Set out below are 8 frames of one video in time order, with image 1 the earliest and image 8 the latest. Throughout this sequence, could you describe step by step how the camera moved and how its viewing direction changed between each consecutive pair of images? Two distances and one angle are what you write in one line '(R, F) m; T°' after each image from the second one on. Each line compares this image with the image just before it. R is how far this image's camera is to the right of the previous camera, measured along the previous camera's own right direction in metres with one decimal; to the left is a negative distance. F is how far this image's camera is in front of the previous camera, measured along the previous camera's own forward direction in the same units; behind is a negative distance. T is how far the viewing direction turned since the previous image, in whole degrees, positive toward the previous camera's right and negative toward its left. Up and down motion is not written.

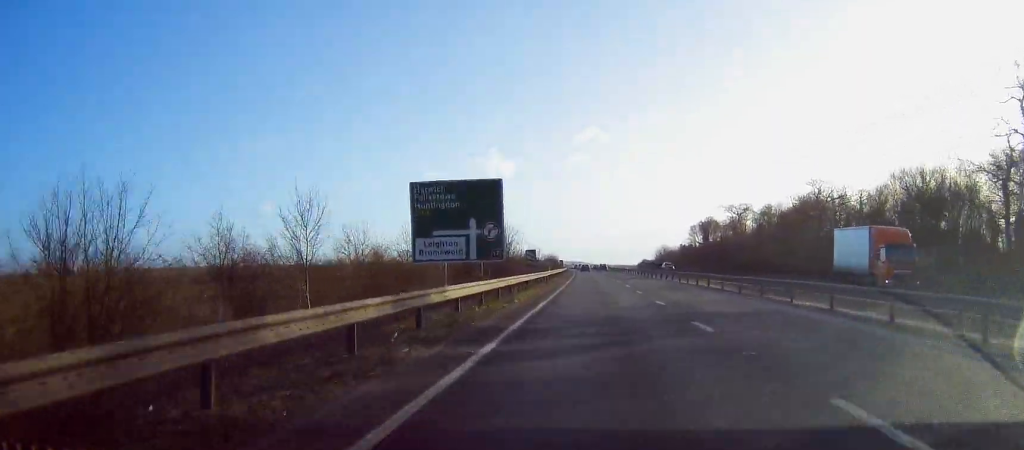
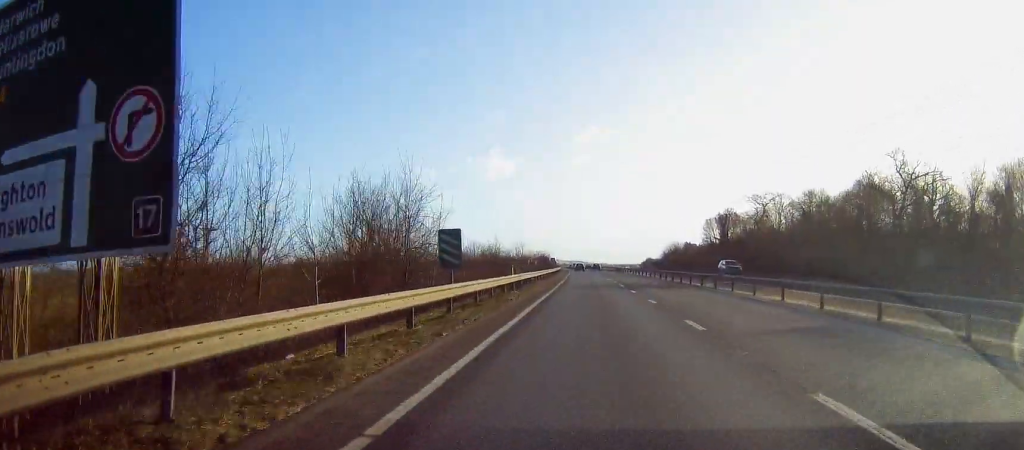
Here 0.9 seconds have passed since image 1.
(0.0, +28.1) m; -1°
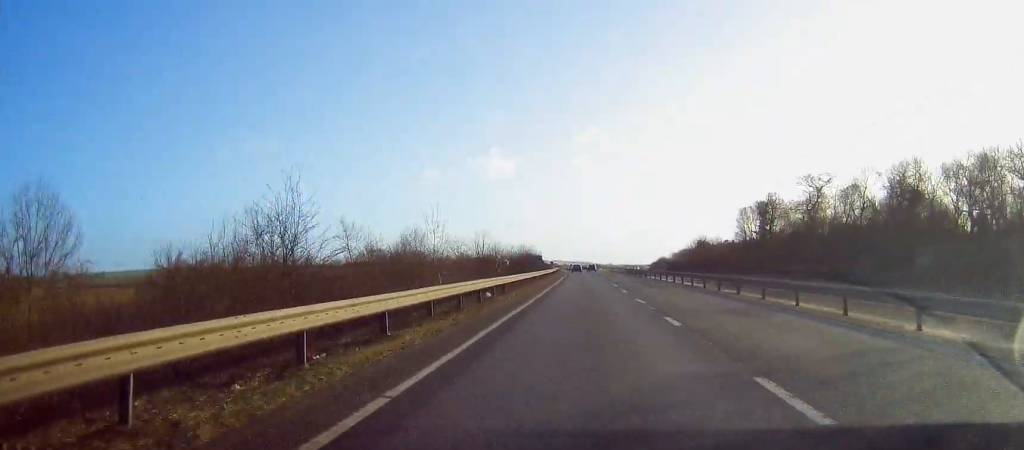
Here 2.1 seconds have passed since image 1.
(-0.5, +36.3) m; -1°
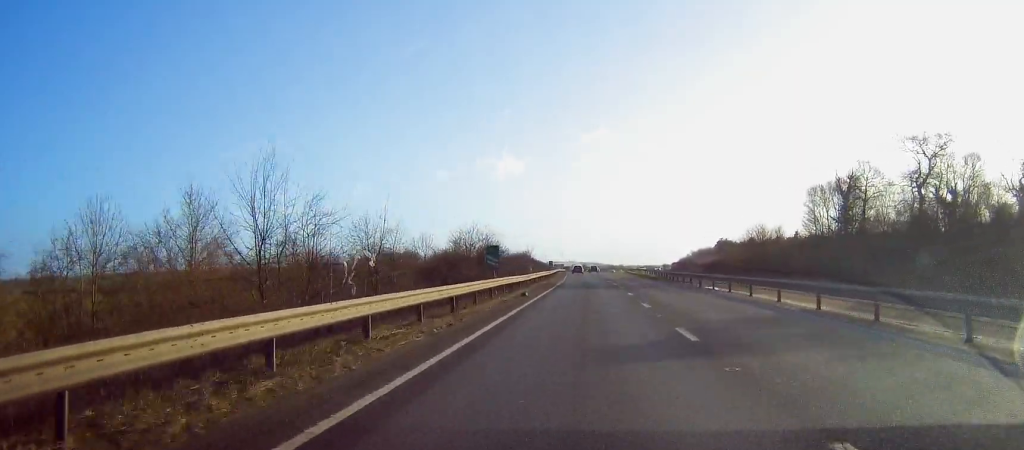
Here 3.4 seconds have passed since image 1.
(0.0, +40.4) m; 0°
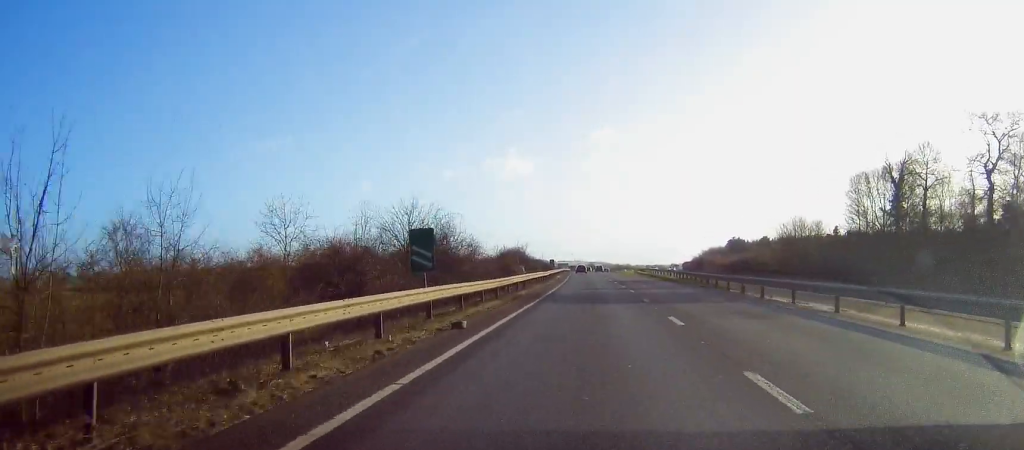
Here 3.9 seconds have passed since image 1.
(0.0, +15.6) m; 0°
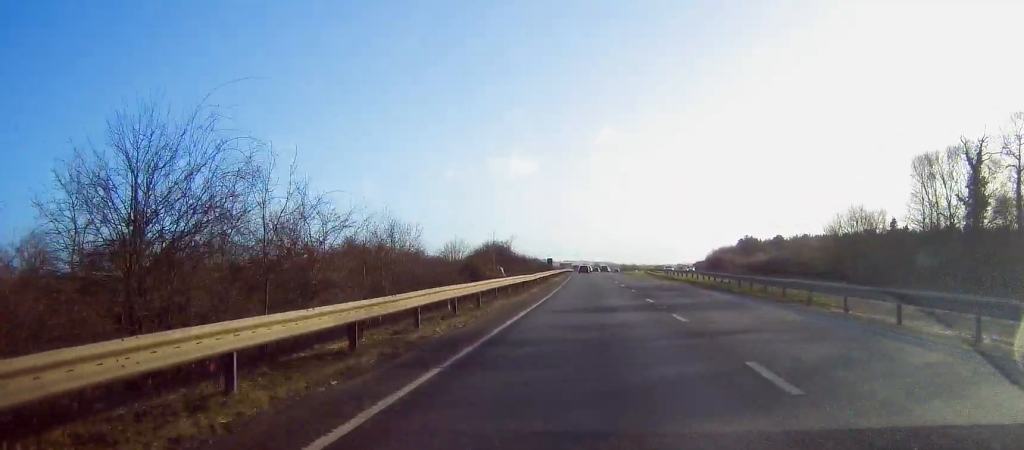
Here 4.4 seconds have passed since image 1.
(0.0, +17.7) m; 0°
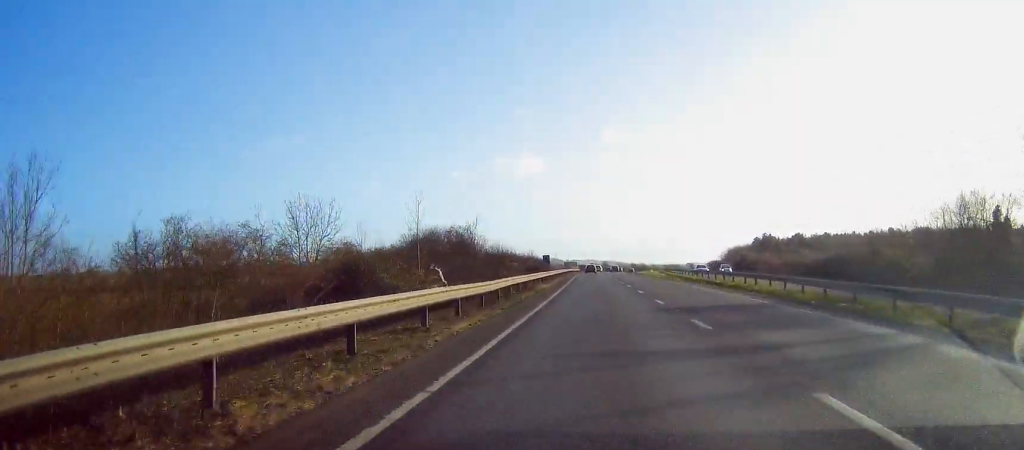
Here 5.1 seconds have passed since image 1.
(+0.1, +20.8) m; -1°
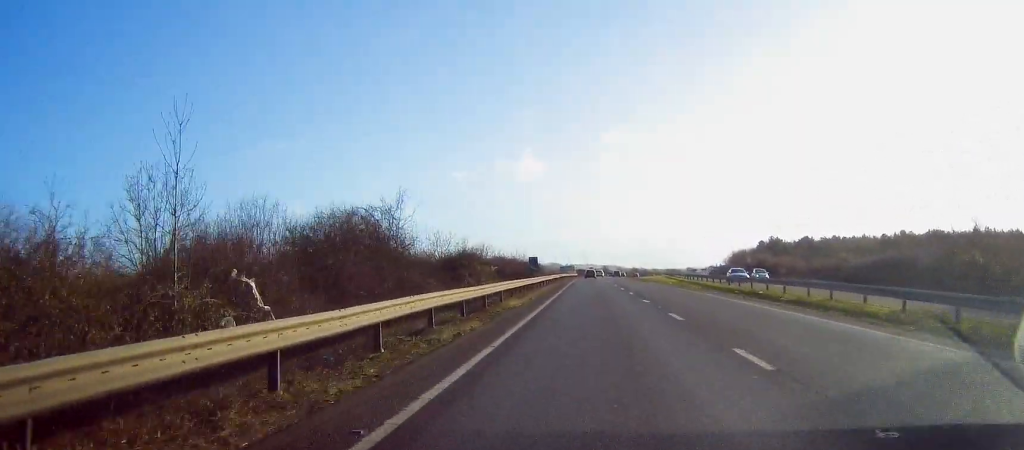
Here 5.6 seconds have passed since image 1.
(-0.2, +14.6) m; 0°
